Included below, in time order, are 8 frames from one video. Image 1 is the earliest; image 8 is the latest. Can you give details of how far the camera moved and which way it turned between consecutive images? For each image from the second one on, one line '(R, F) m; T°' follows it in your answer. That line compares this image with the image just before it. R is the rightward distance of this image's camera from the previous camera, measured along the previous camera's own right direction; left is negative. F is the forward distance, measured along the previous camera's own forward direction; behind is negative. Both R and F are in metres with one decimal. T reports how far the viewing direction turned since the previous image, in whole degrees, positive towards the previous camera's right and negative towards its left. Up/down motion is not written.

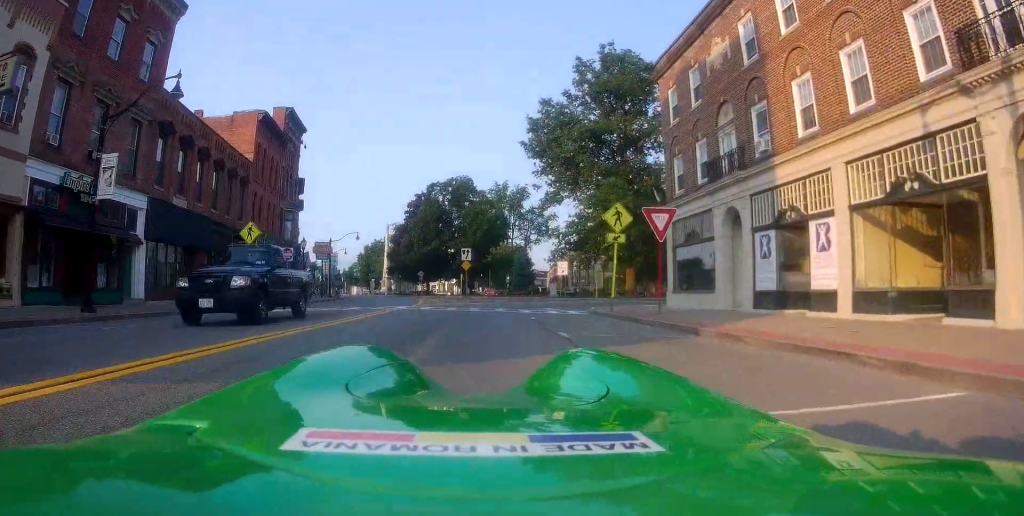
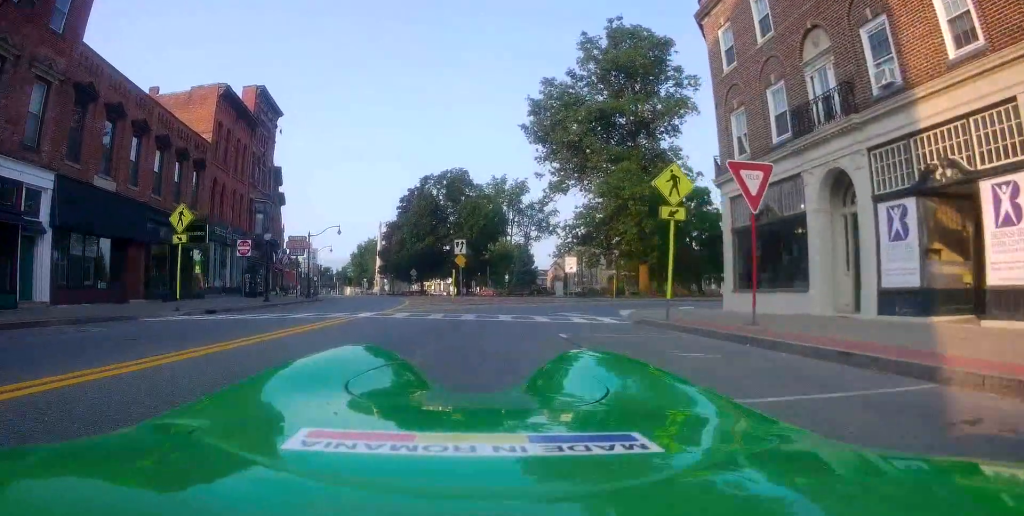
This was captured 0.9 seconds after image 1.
(-0.1, +6.5) m; +2°
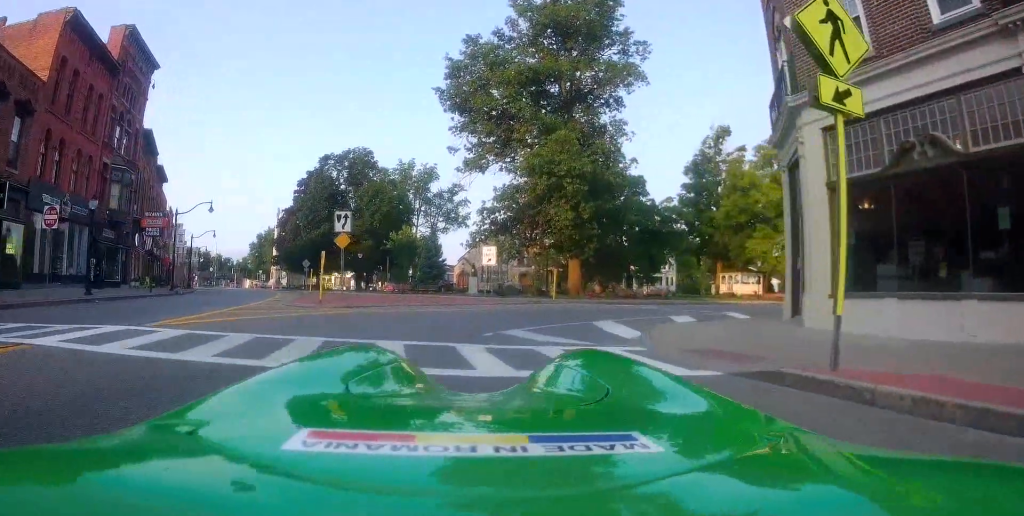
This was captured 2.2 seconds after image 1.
(+0.8, +9.2) m; +11°
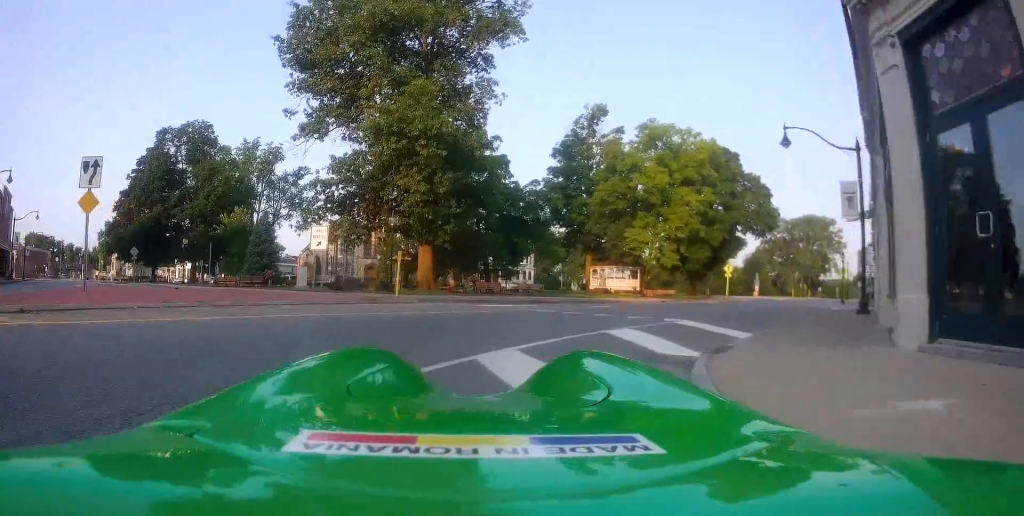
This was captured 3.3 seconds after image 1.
(+0.8, +7.8) m; +19°
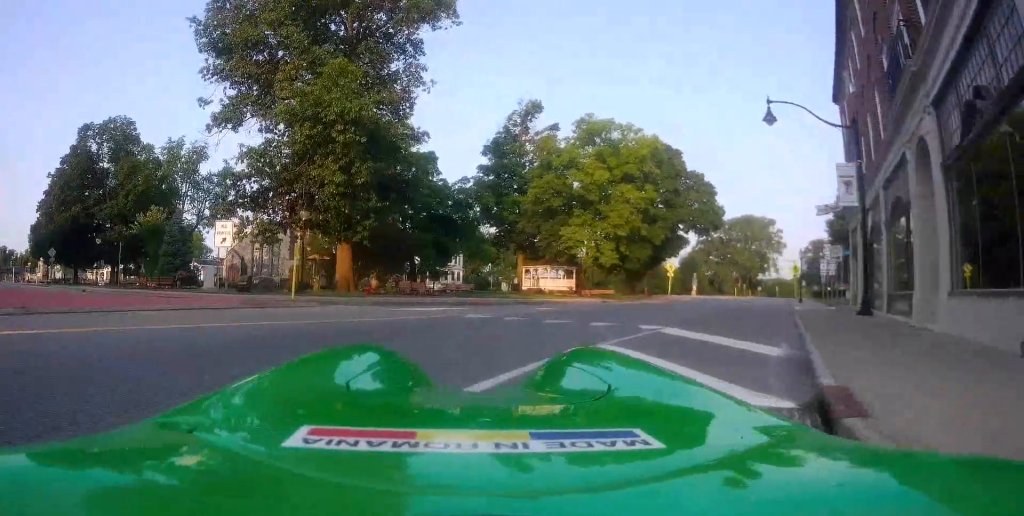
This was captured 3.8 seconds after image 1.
(-0.2, +3.4) m; +11°
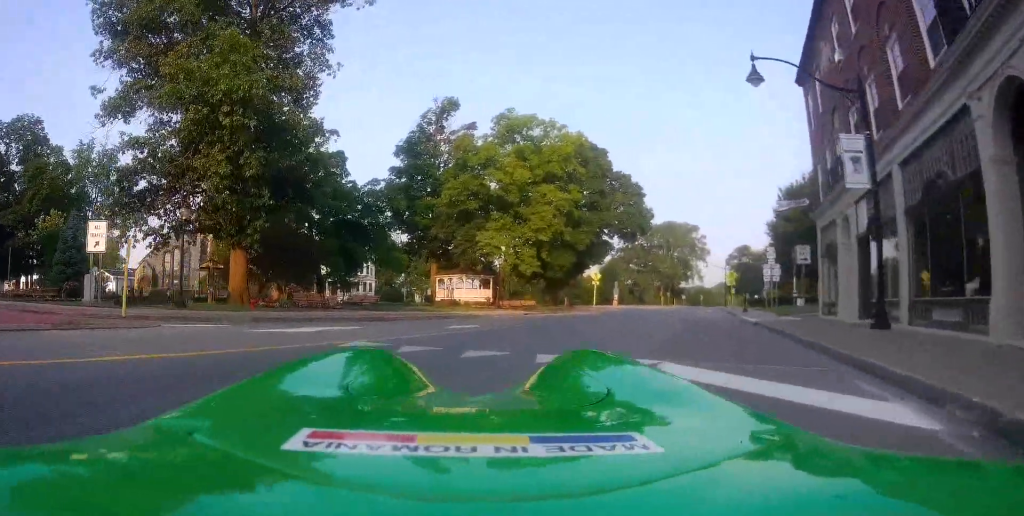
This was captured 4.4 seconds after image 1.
(+1.0, +4.1) m; +9°
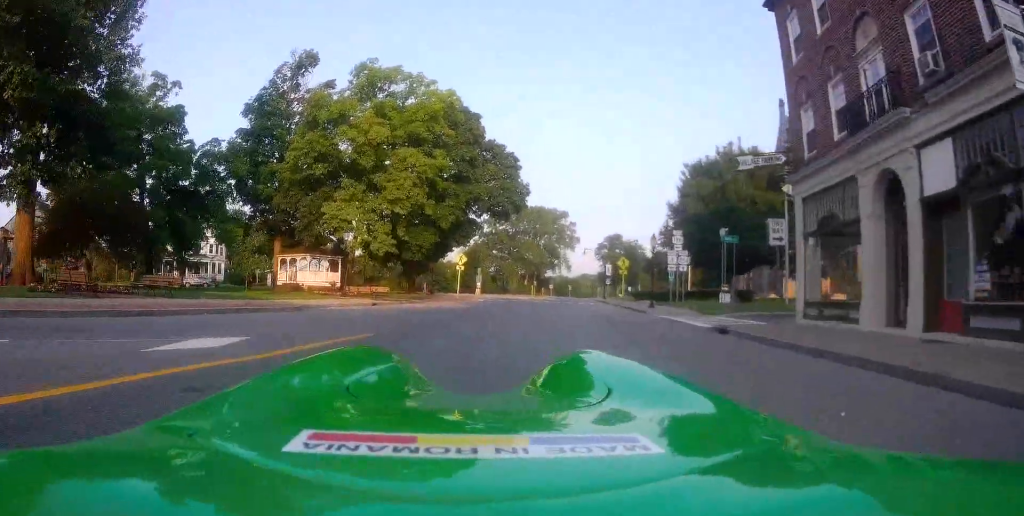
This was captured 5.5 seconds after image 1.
(+0.9, +8.2) m; +9°
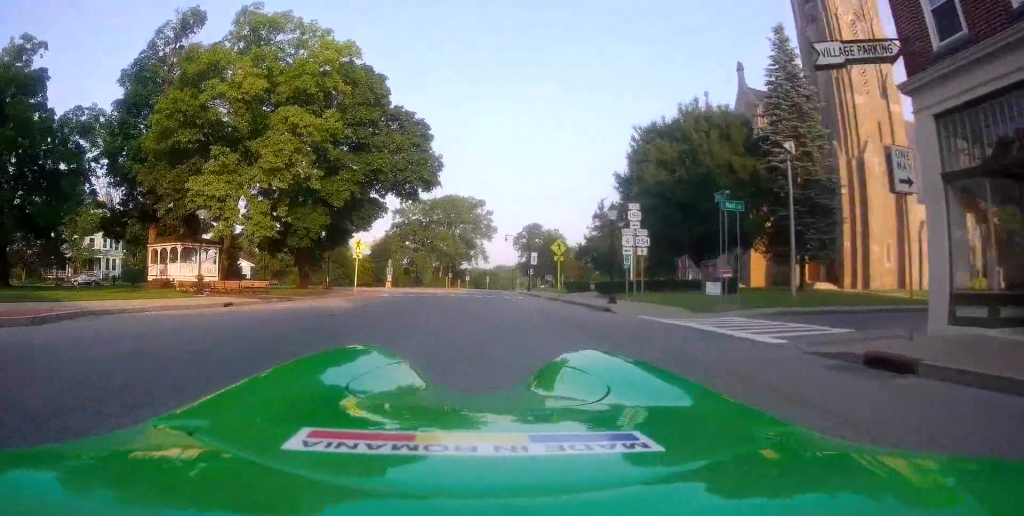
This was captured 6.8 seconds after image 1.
(+0.5, +9.3) m; +9°
